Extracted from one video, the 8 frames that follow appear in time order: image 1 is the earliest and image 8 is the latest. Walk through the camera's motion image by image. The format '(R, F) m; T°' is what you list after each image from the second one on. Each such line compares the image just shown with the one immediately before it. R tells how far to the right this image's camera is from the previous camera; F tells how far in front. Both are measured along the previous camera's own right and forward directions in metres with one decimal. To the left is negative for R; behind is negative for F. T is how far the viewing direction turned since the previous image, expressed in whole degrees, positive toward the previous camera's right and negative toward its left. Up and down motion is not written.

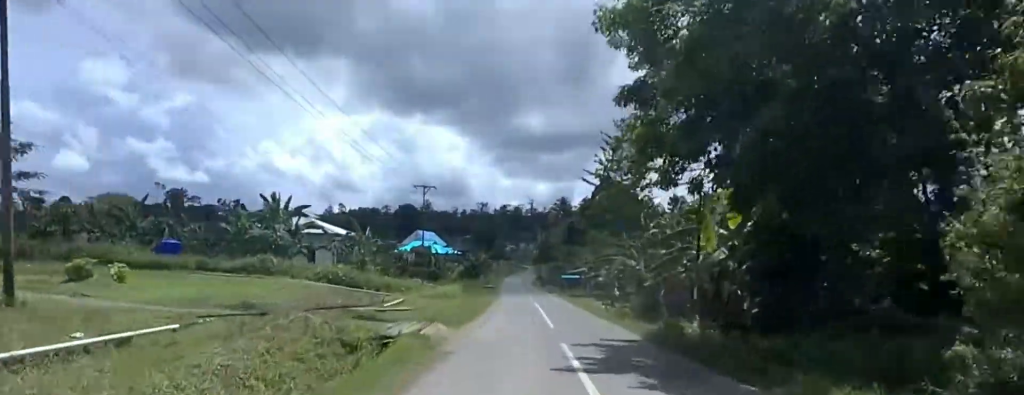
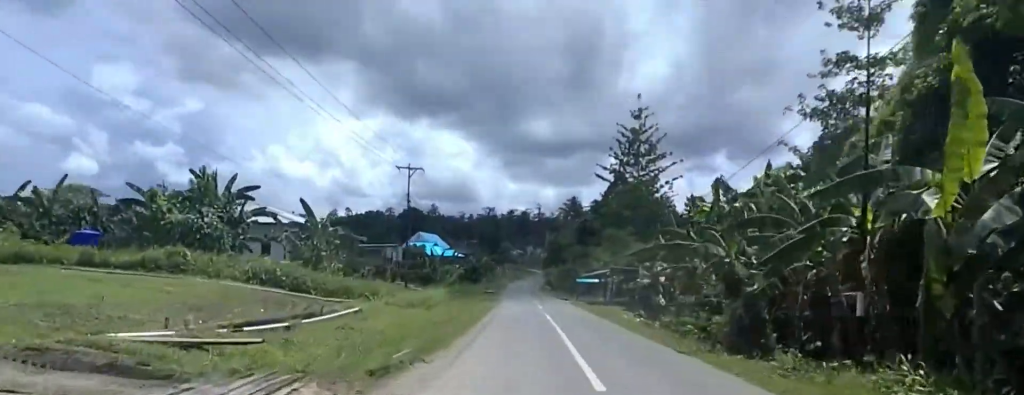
(+0.7, +11.0) m; -3°
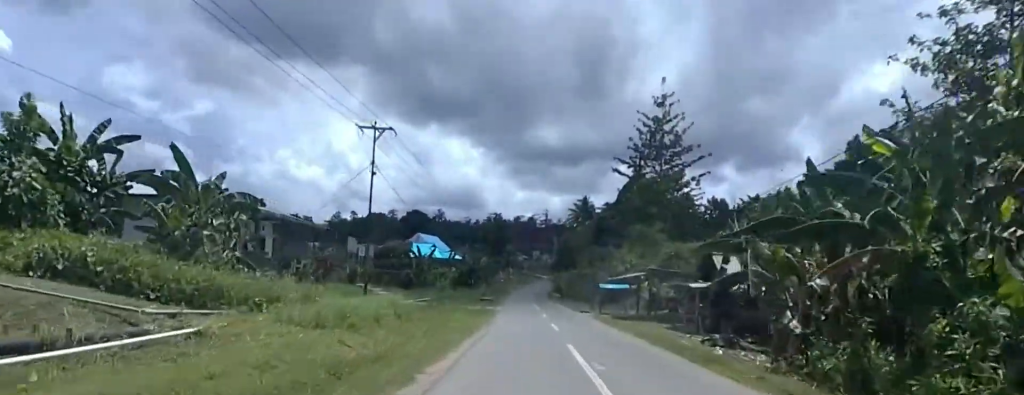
(-1.5, +13.3) m; -6°
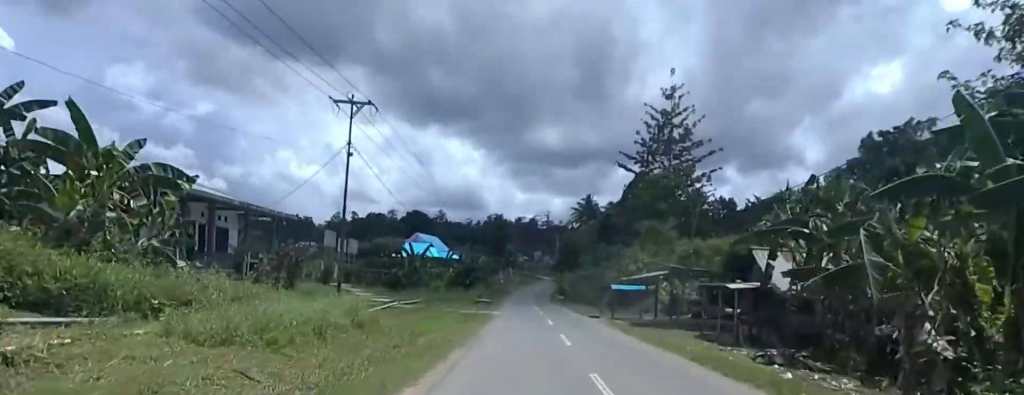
(+0.1, +5.0) m; +3°
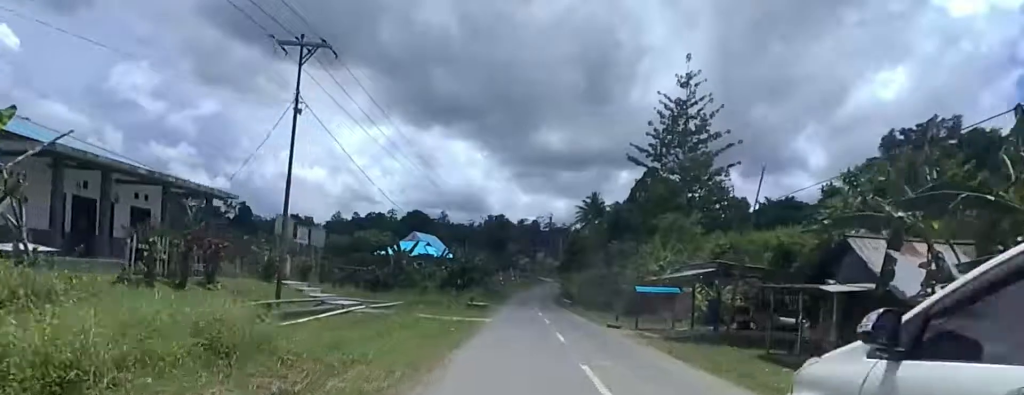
(+0.1, +7.3) m; +6°
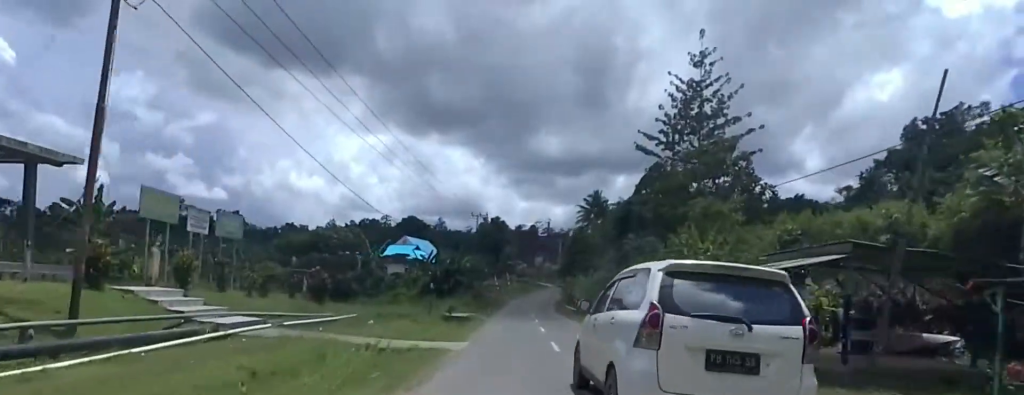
(+1.0, +9.7) m; +1°
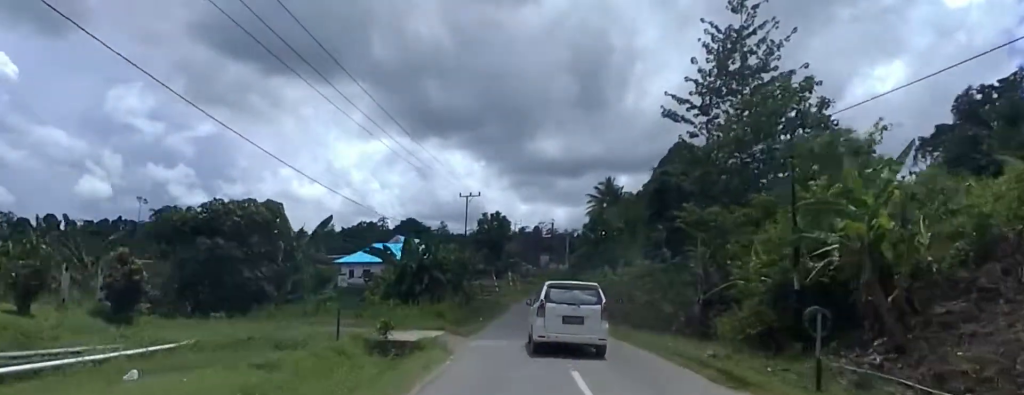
(-1.0, +14.7) m; -5°
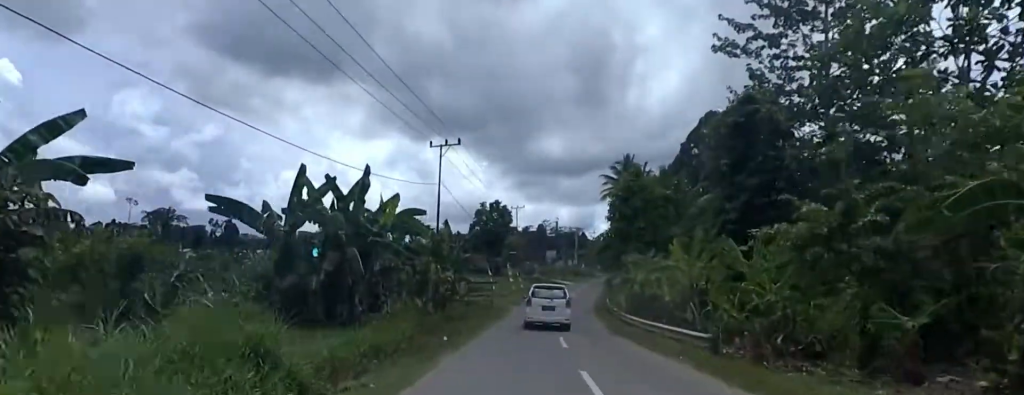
(0.0, +17.1) m; +3°
